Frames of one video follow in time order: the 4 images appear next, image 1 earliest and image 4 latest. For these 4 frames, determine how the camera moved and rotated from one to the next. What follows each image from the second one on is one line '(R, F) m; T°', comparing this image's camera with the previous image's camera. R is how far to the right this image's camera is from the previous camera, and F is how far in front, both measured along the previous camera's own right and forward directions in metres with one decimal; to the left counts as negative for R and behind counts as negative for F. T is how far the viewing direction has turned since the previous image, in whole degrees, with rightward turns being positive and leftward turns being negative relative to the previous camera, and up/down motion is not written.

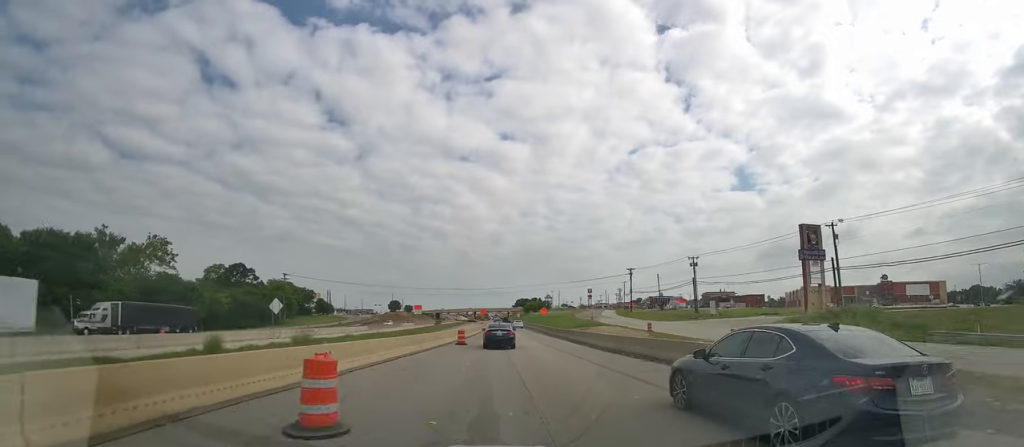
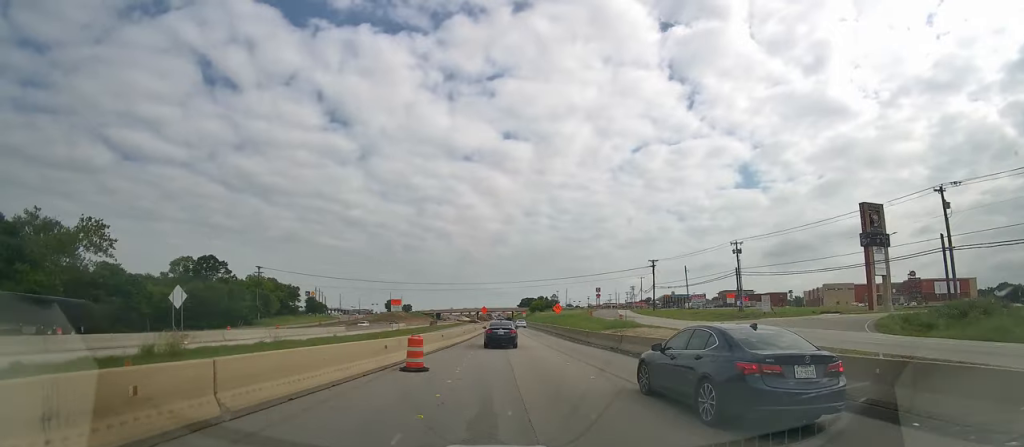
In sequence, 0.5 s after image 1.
(0.0, +17.6) m; 0°
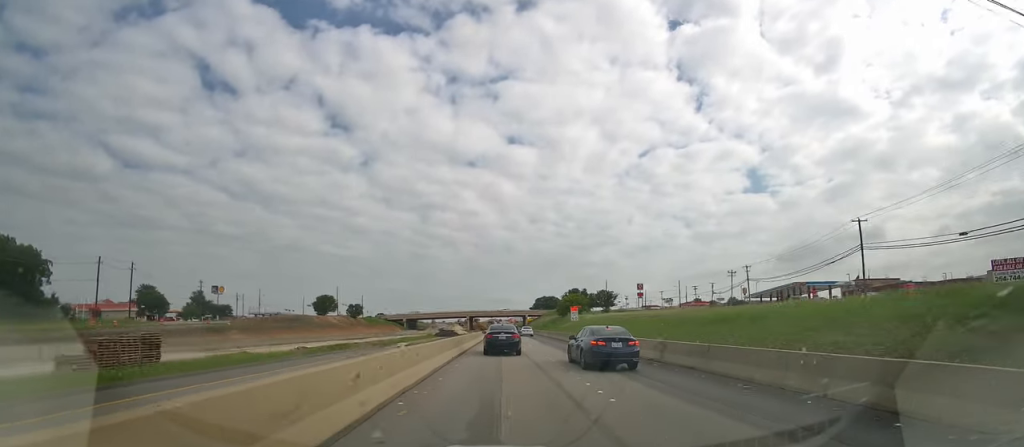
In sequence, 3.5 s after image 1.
(-1.1, +98.5) m; -1°
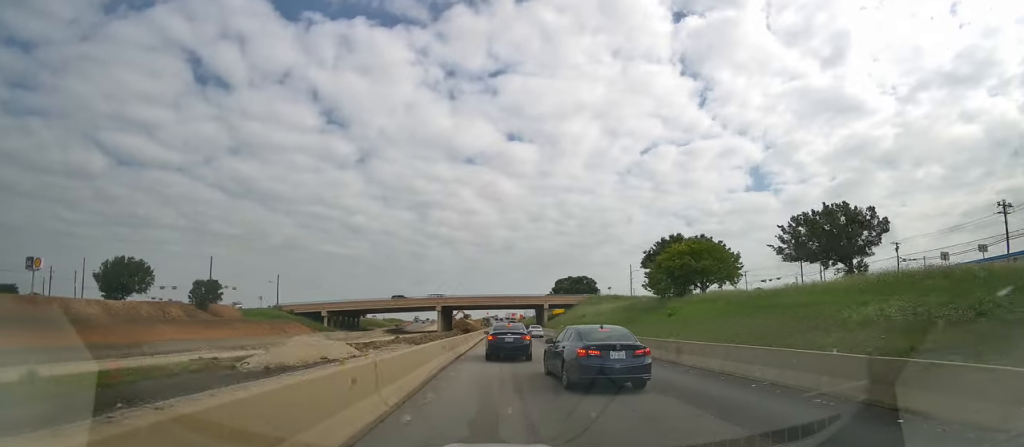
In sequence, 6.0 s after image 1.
(0.0, +83.6) m; 0°
